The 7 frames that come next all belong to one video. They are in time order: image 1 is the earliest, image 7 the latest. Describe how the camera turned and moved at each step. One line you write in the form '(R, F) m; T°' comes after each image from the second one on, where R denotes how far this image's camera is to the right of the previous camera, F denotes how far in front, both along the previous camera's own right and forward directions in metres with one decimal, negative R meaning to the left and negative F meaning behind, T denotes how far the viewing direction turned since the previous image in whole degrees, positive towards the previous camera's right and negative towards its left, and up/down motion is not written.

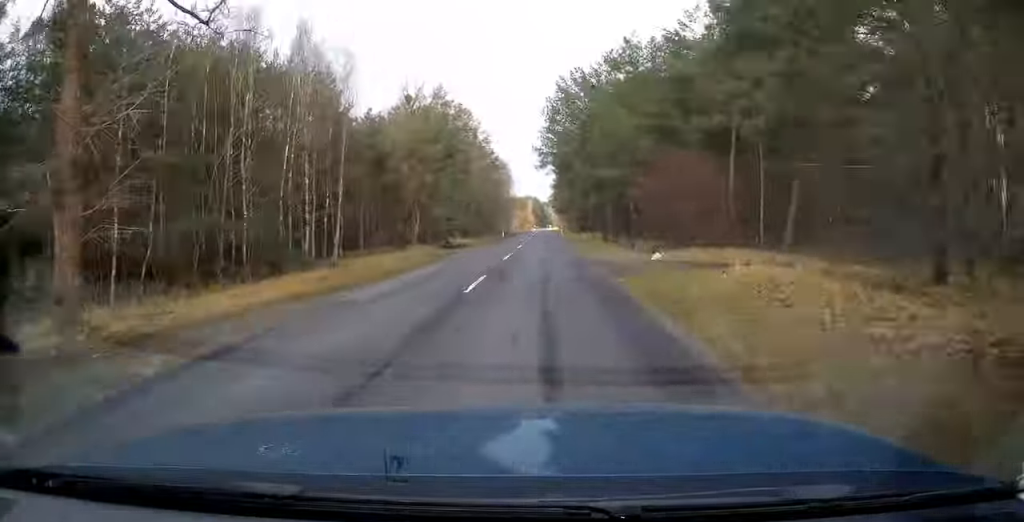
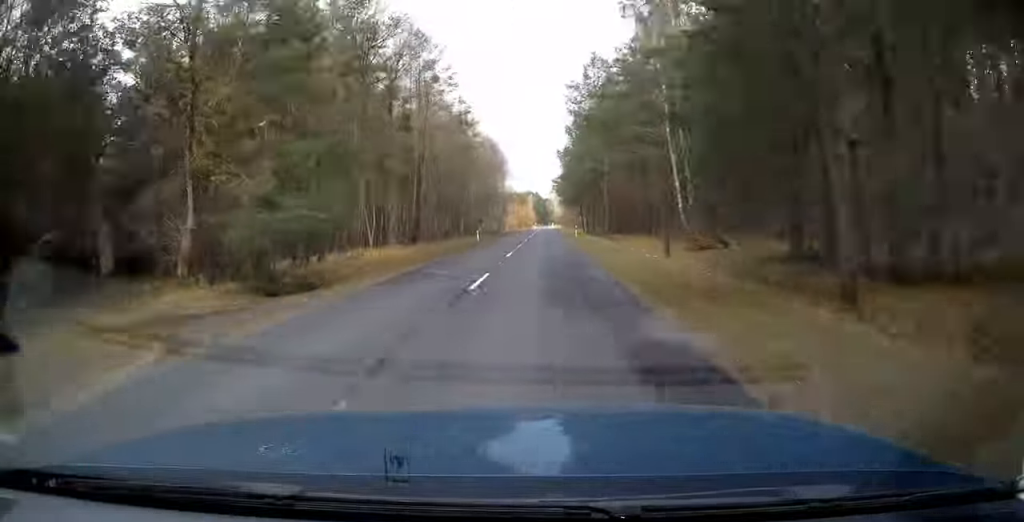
(-0.2, +35.3) m; 0°
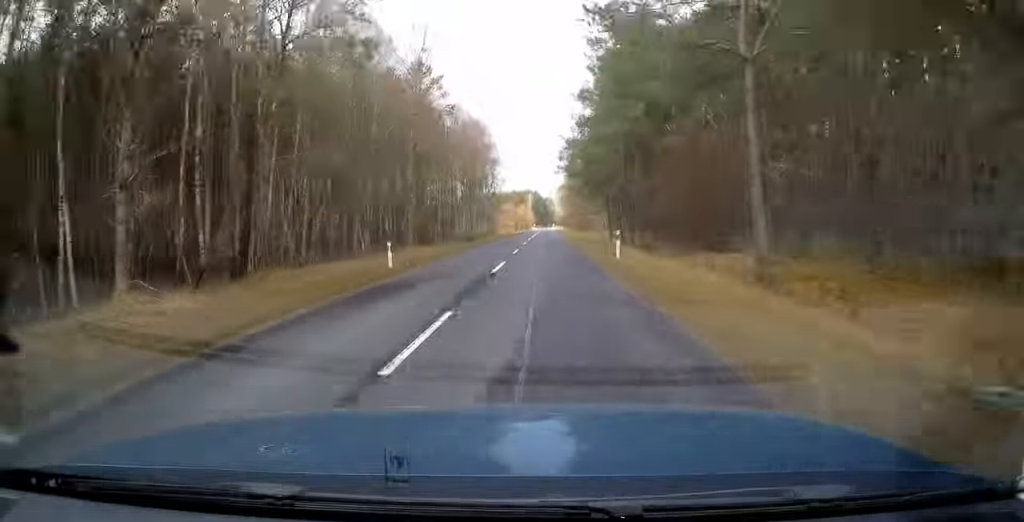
(0.0, +31.1) m; 0°
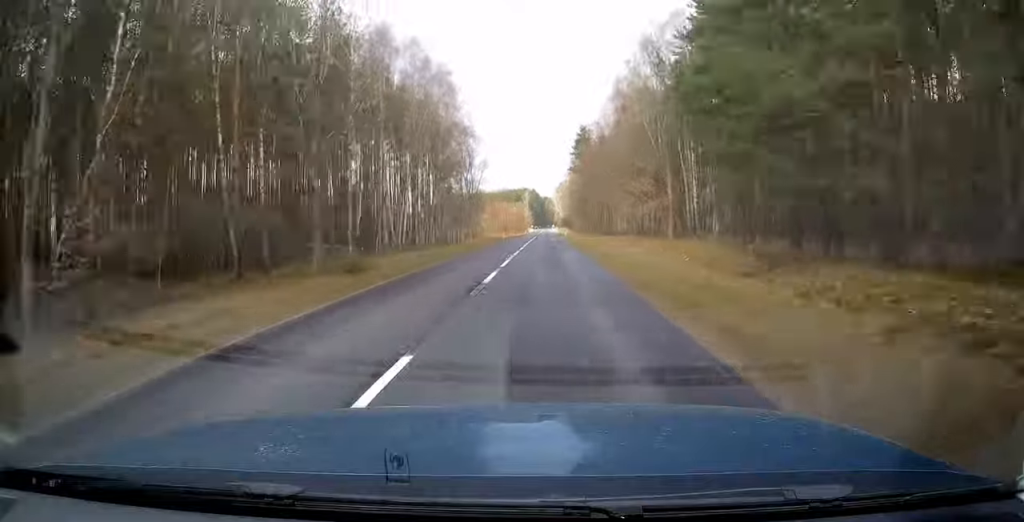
(0.0, +39.6) m; +1°
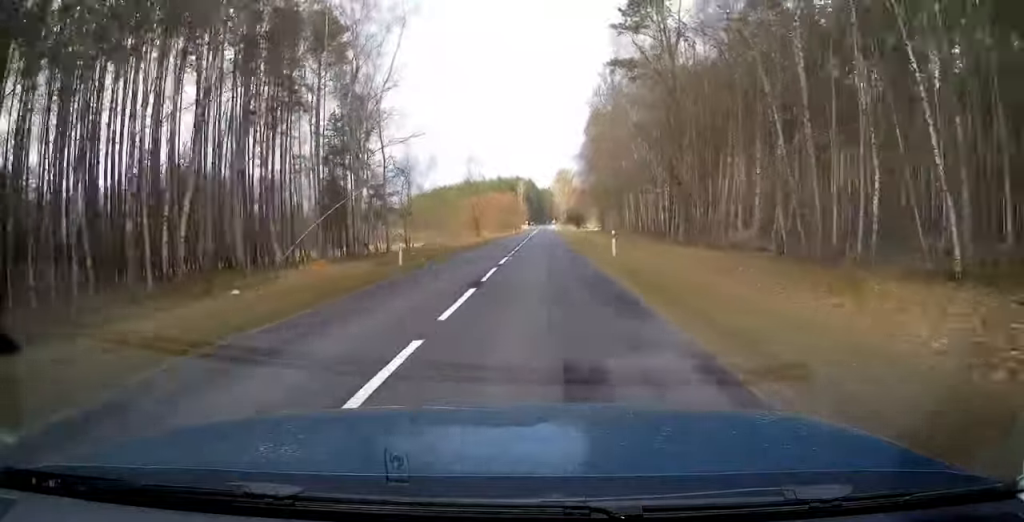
(+0.5, +59.4) m; +1°
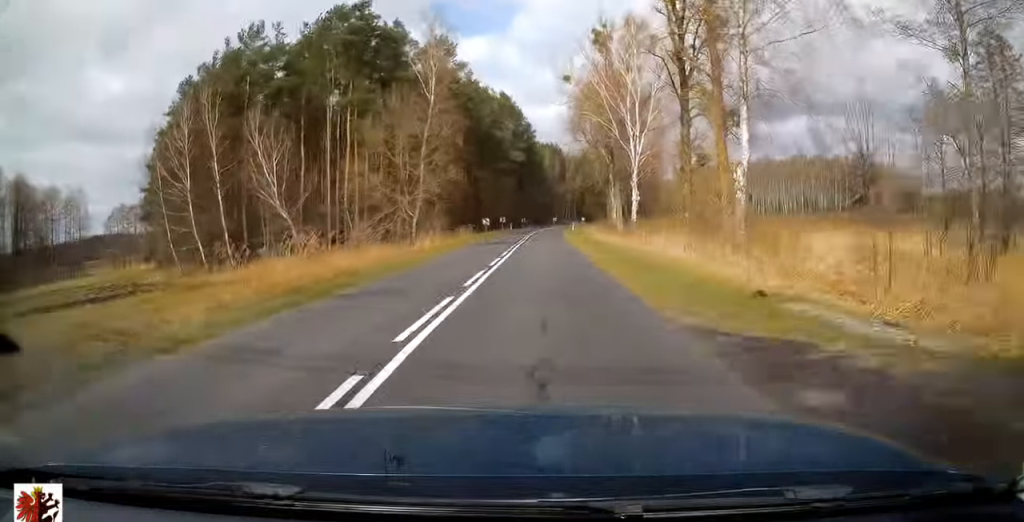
(-1.2, +241.4) m; -1°
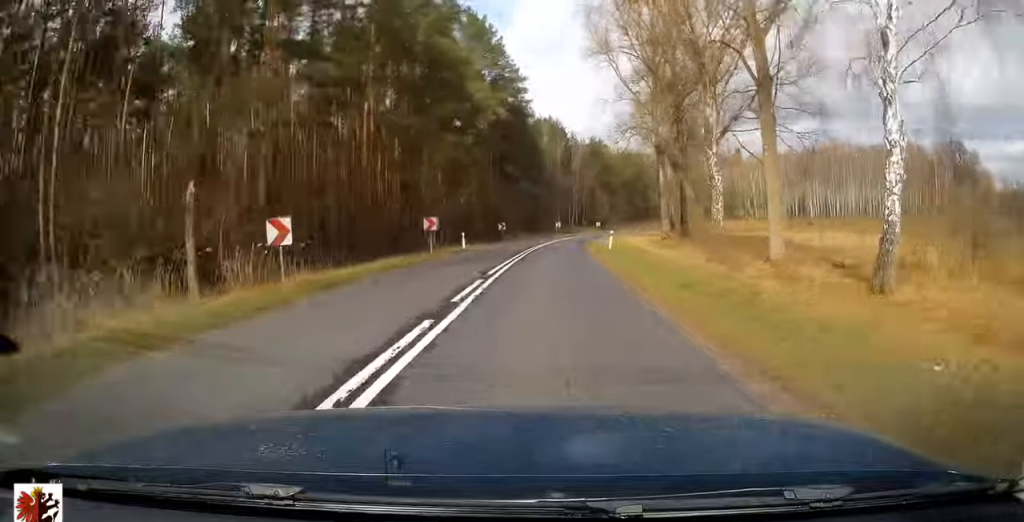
(+0.5, +50.5) m; +4°
